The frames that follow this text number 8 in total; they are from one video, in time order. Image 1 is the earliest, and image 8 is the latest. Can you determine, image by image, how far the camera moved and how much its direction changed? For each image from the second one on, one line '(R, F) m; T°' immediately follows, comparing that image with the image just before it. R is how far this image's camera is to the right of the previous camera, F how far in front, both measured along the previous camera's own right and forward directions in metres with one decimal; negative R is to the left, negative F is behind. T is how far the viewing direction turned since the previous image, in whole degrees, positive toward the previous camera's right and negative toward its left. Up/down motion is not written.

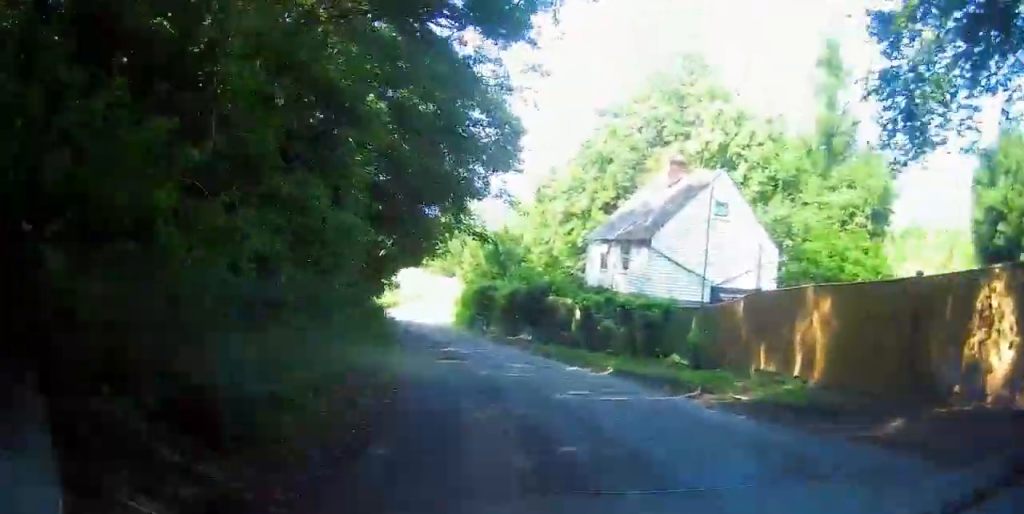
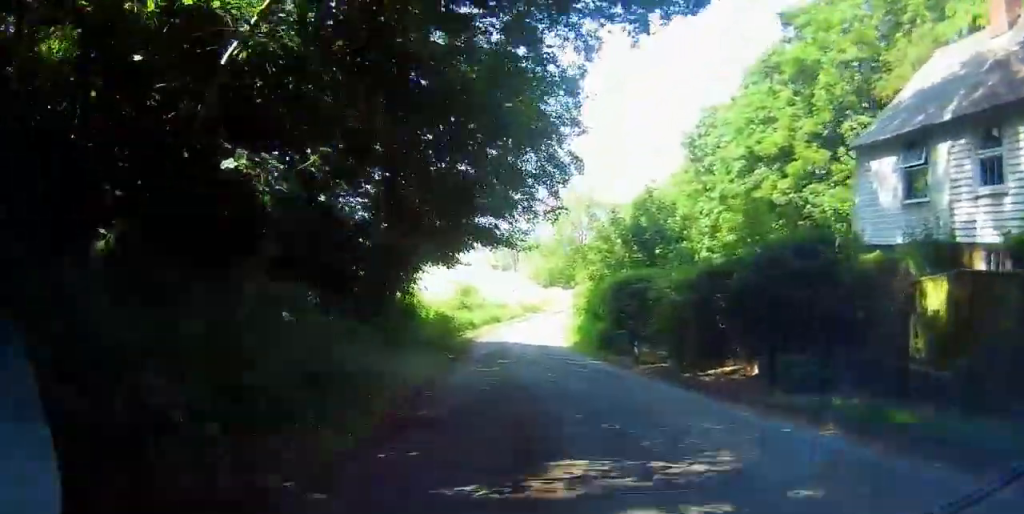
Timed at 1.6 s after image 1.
(-1.8, +19.2) m; -13°
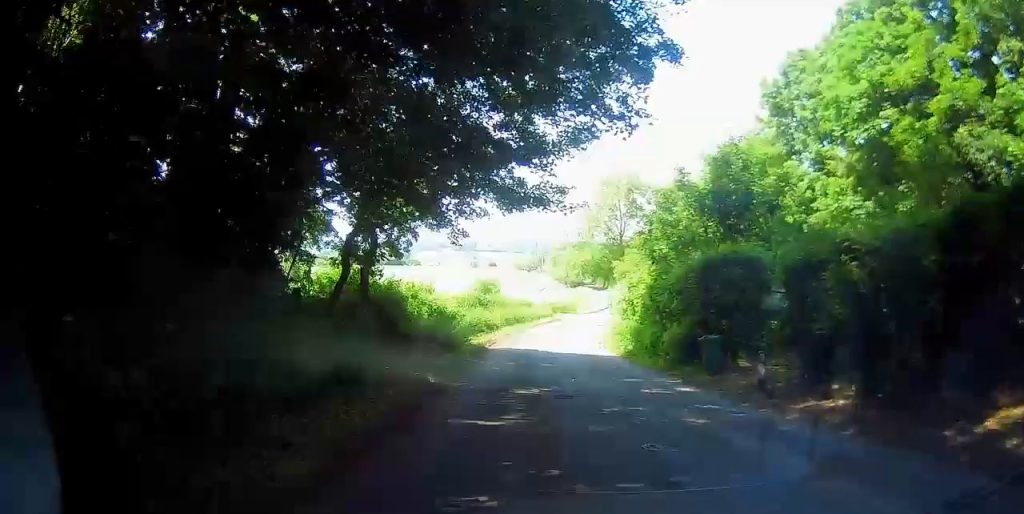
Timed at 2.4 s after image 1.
(-0.8, +10.4) m; -5°
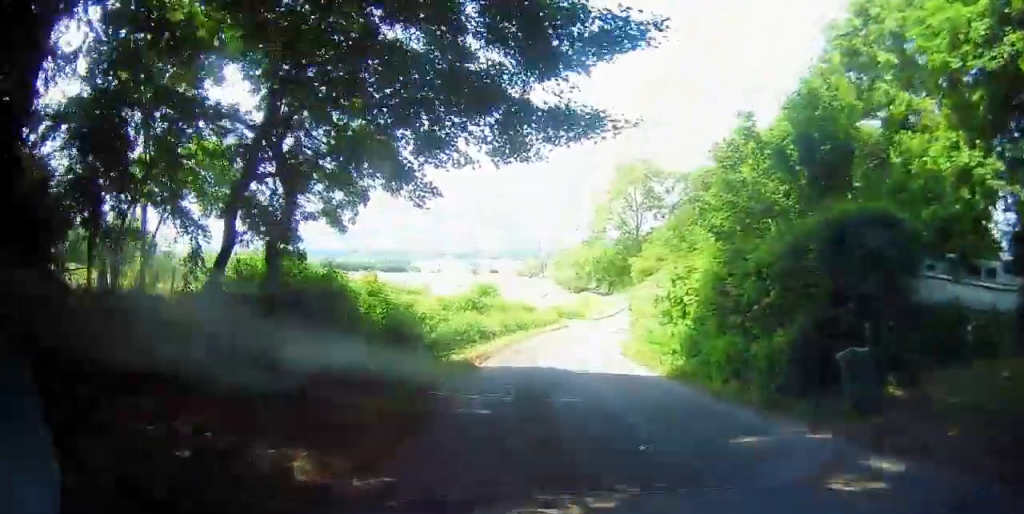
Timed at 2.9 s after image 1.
(-0.2, +8.1) m; 0°
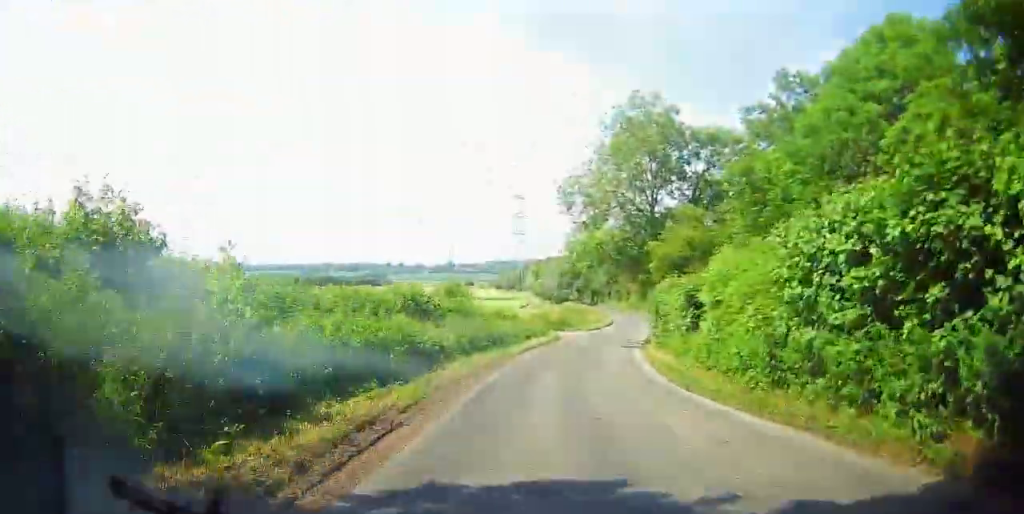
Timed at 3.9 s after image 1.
(+0.1, +14.7) m; +2°
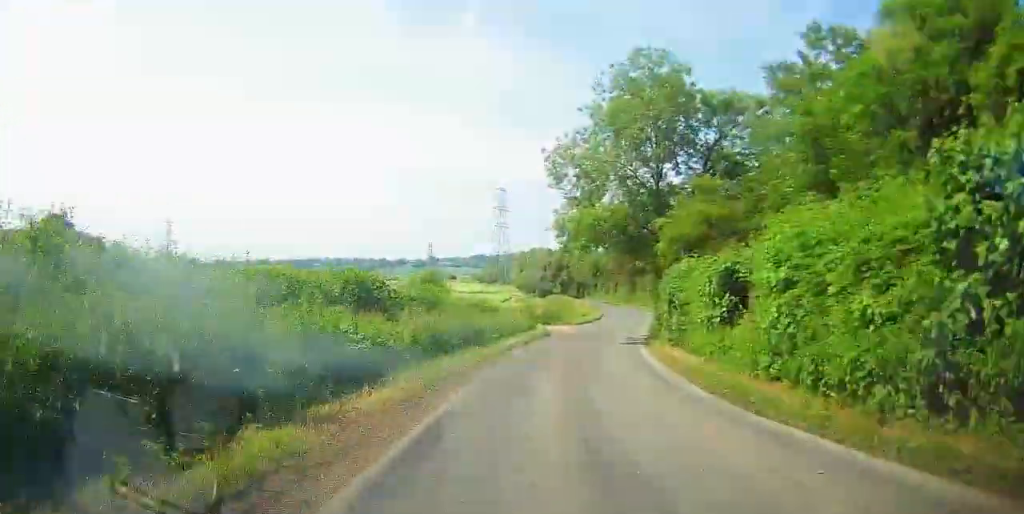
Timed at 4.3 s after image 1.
(+0.1, +6.0) m; +1°
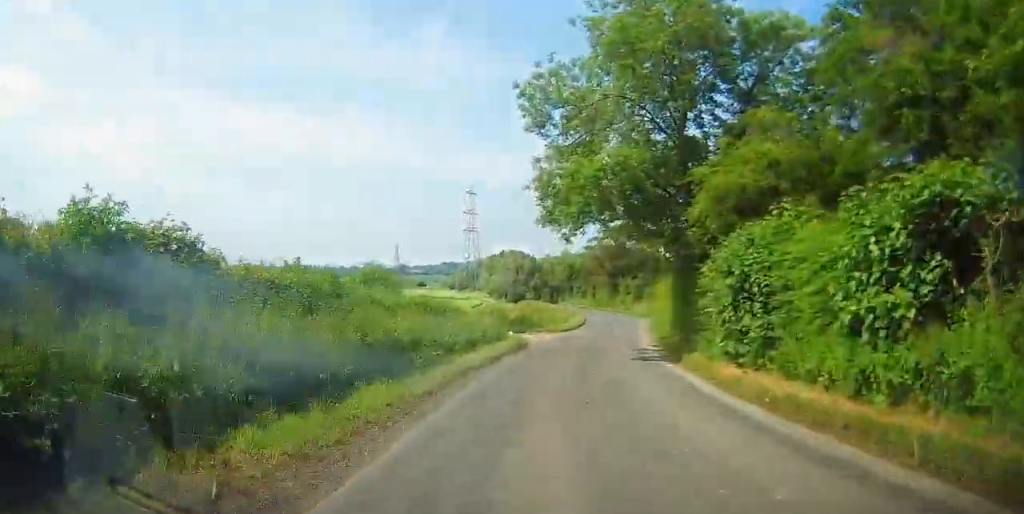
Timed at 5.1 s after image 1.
(+0.2, +11.3) m; +2°
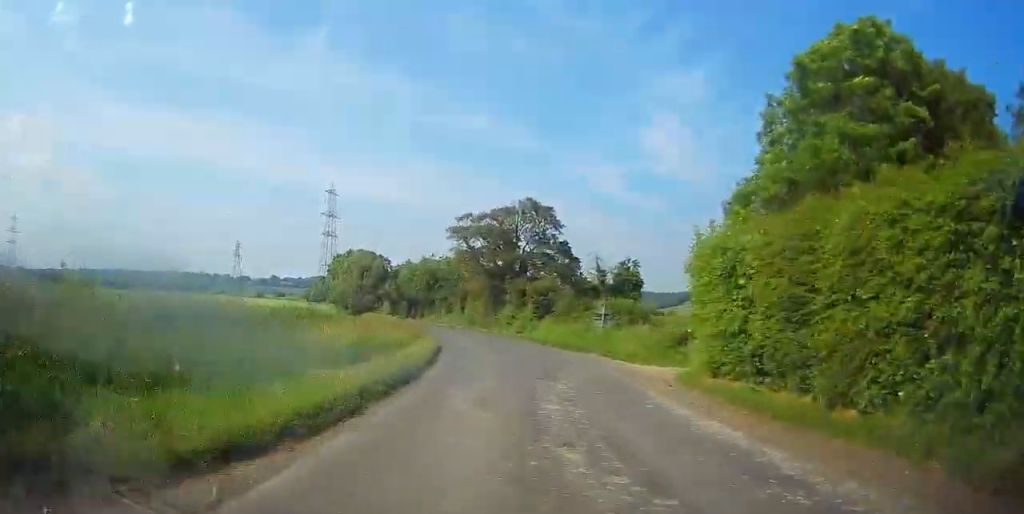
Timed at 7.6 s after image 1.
(+3.8, +39.2) m; +7°
